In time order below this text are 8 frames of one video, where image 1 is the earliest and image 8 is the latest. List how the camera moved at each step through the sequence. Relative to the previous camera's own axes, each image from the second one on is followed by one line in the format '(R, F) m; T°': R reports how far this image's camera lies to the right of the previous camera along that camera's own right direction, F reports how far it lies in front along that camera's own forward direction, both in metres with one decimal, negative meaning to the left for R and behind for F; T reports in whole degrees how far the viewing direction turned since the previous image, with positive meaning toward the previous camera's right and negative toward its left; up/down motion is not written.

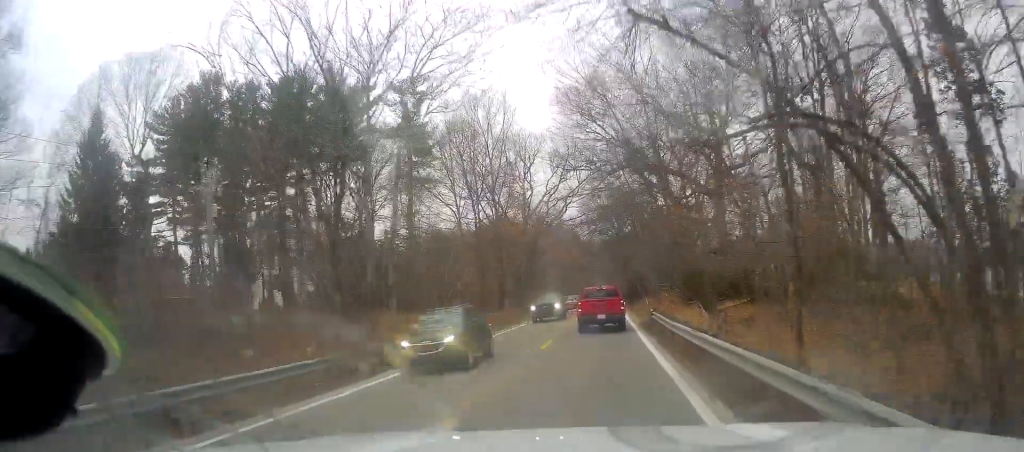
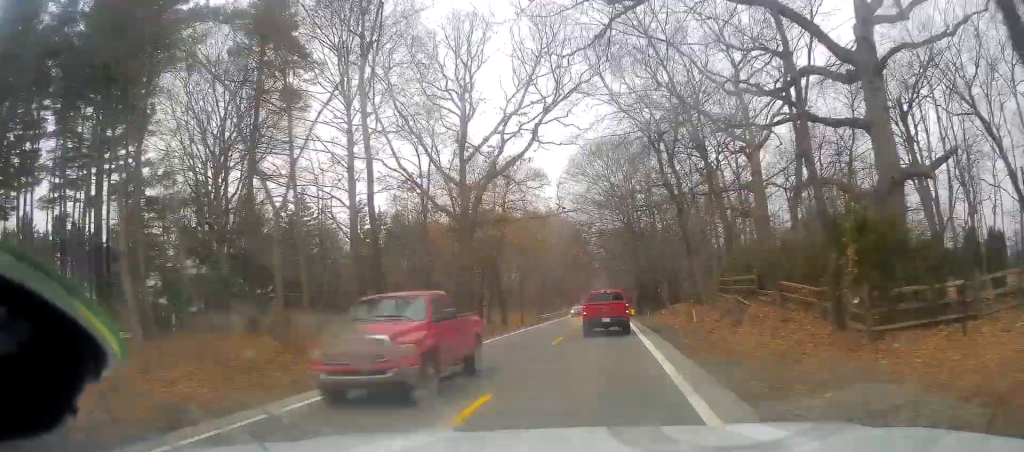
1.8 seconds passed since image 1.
(-0.9, +28.1) m; +1°
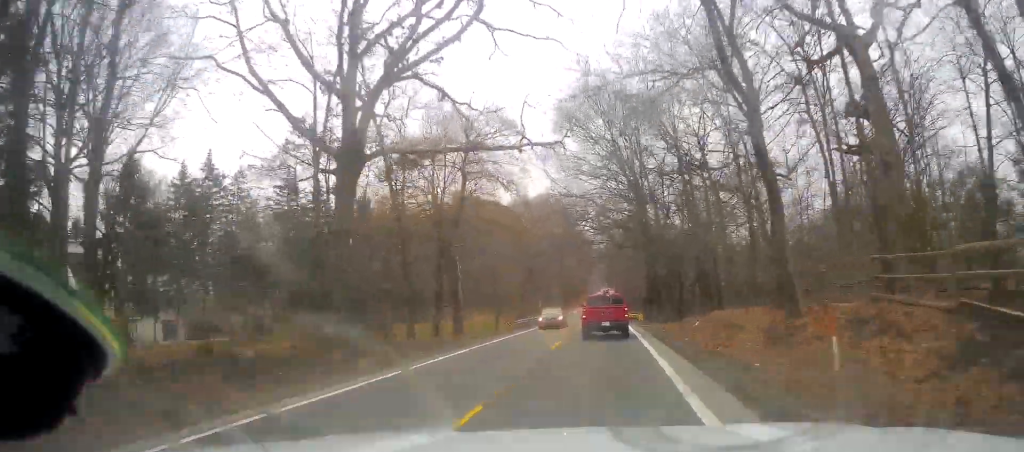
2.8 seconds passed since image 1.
(+0.8, +15.9) m; 0°
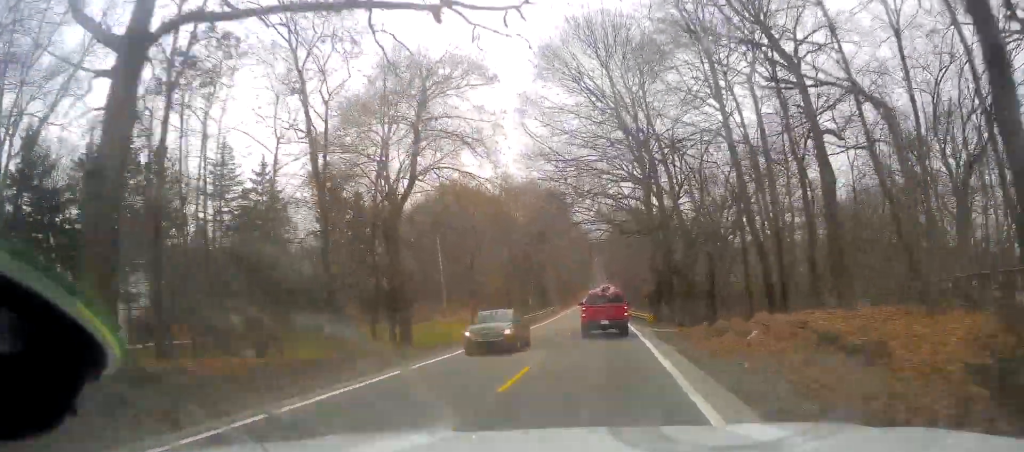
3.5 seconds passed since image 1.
(-0.2, +9.6) m; -1°
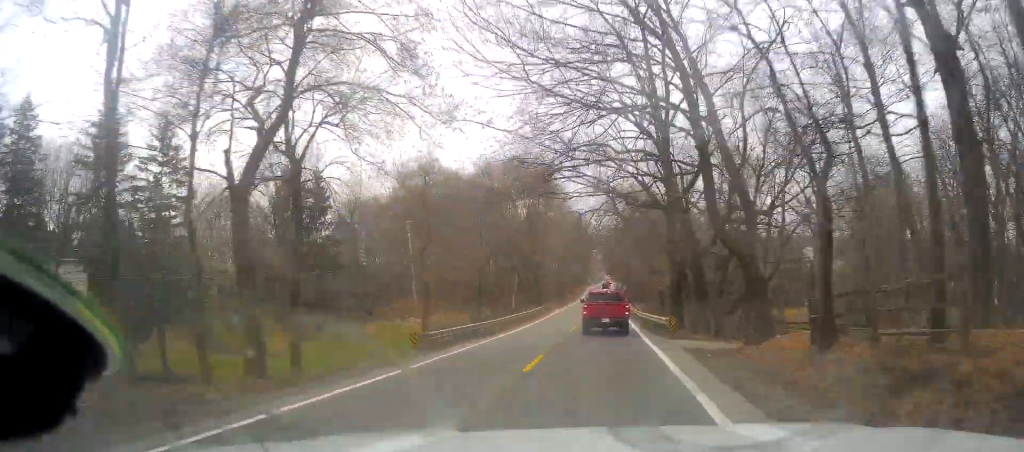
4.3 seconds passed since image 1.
(-0.8, +12.0) m; -1°
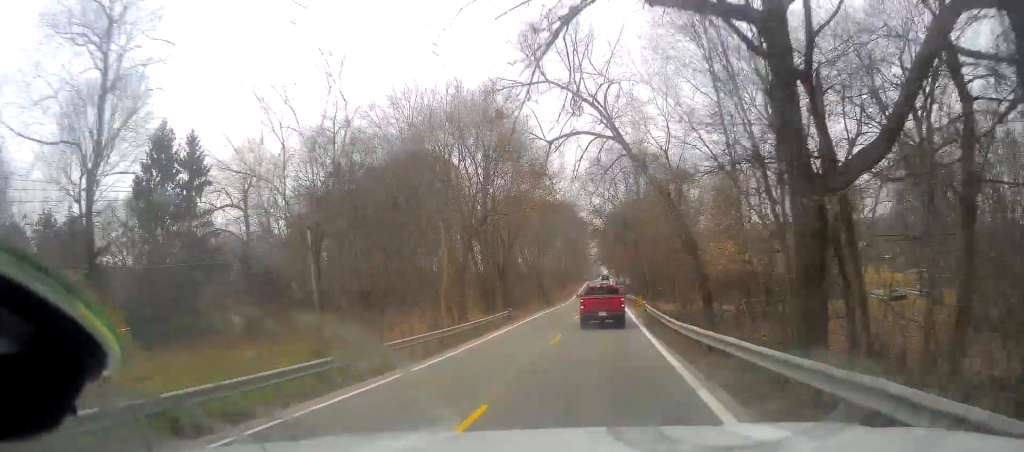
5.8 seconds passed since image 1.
(+1.2, +23.6) m; +1°
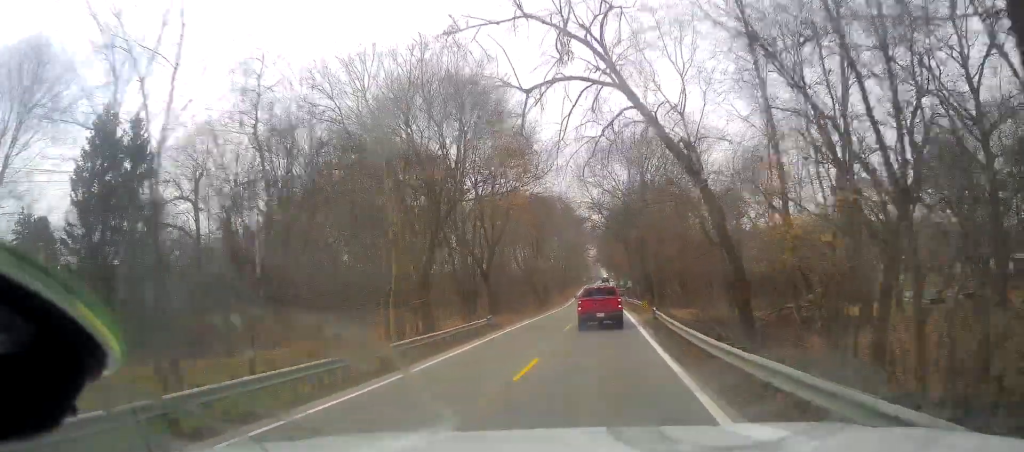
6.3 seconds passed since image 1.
(0.0, +7.8) m; -1°
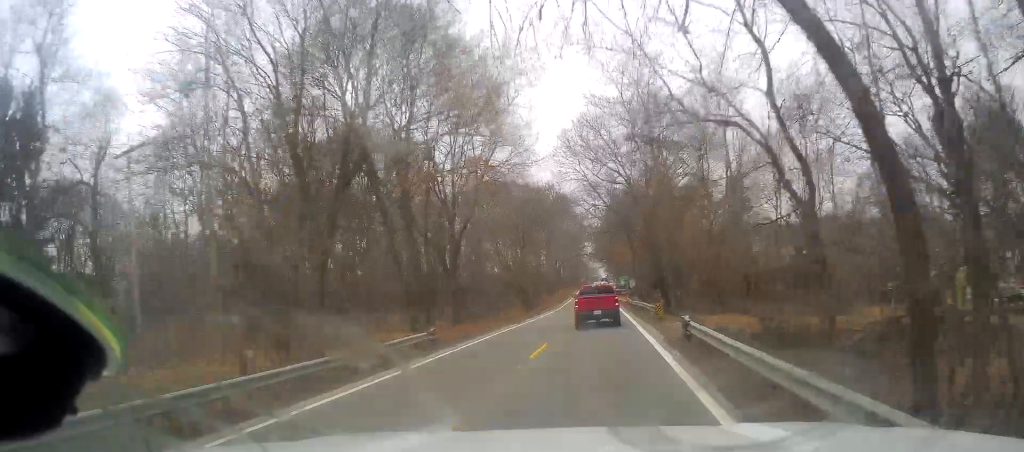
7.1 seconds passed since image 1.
(-0.4, +12.0) m; 0°
